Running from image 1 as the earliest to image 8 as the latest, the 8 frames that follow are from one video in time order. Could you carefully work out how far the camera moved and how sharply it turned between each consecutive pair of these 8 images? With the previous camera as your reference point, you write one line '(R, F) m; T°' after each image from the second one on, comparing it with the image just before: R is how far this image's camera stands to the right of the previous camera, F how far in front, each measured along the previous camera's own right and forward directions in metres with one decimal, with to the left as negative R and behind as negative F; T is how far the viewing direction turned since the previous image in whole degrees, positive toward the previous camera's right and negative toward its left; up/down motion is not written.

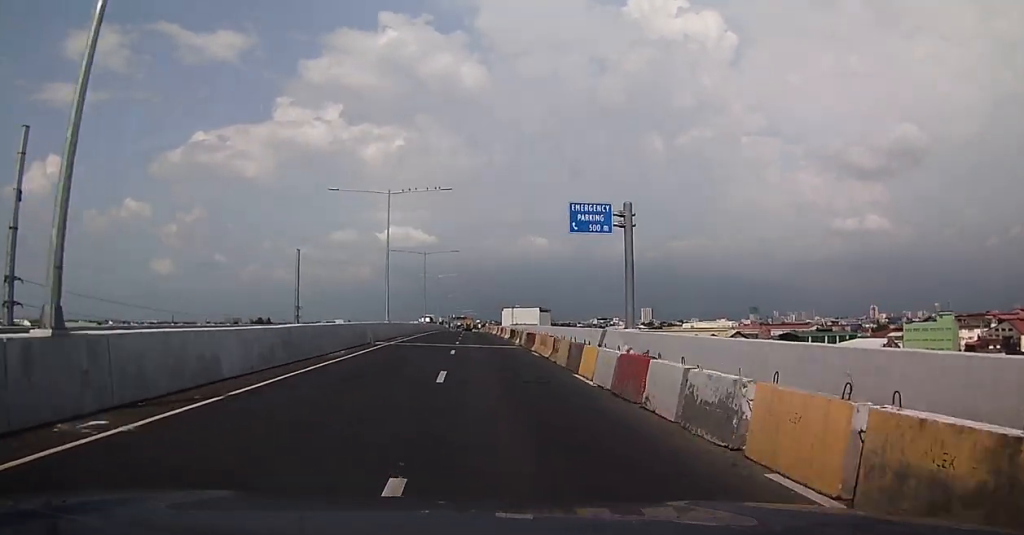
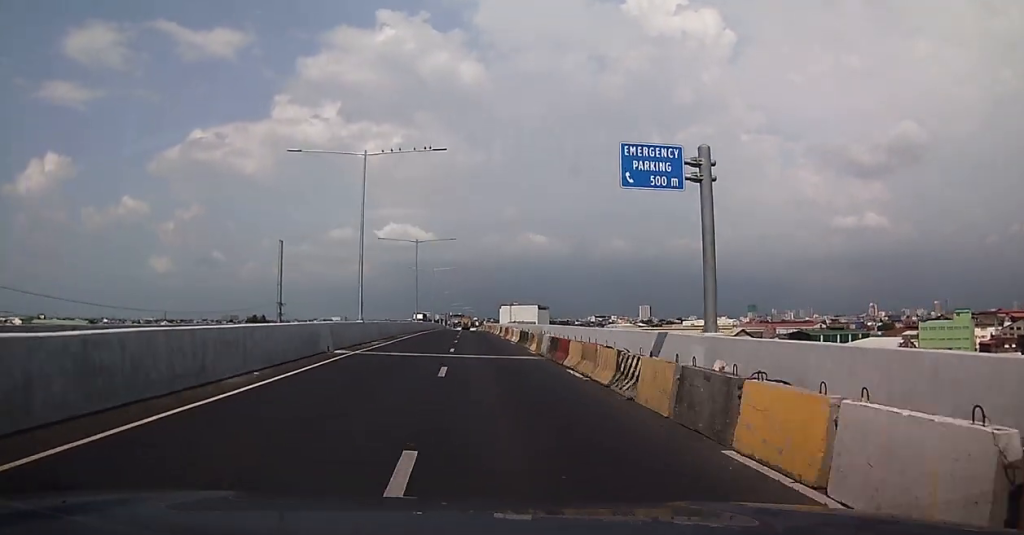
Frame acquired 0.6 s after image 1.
(+0.1, +11.0) m; +1°
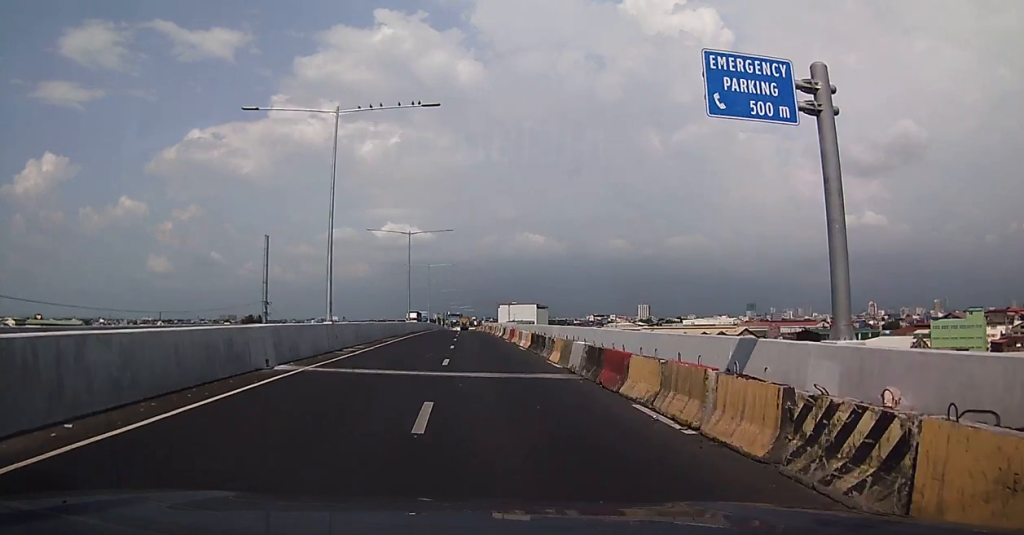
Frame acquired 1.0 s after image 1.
(+0.1, +8.0) m; 0°
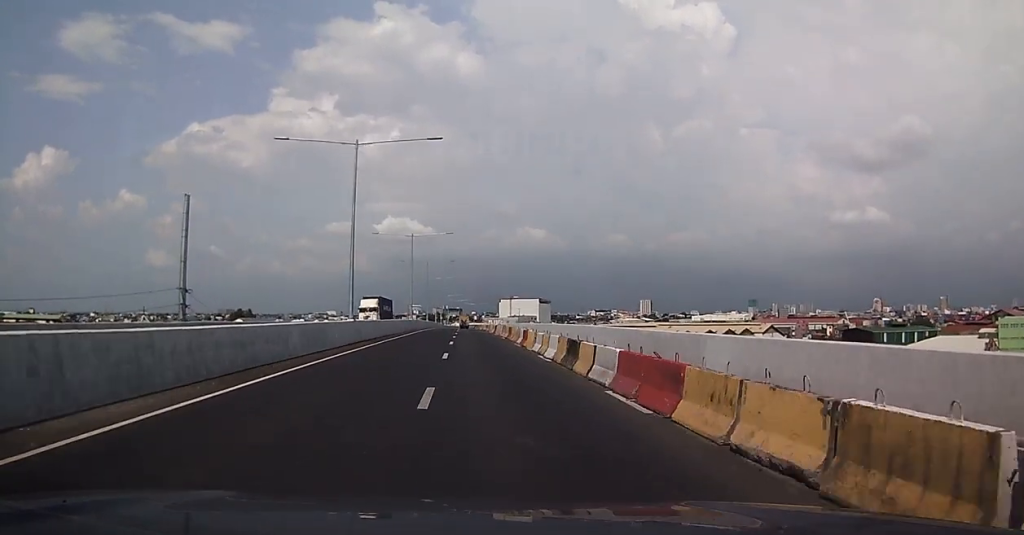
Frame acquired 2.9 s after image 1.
(+0.1, +34.1) m; 0°
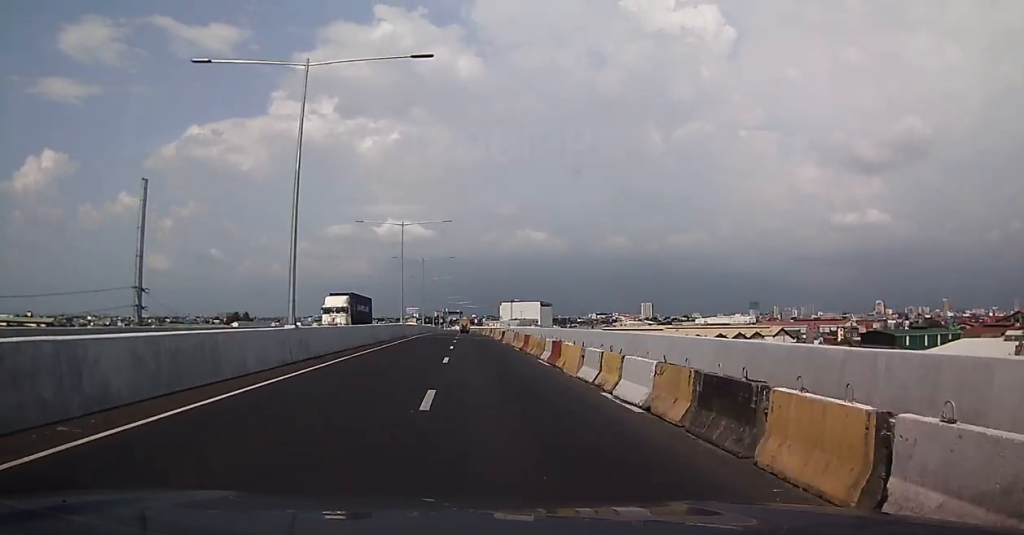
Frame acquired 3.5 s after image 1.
(0.0, +11.6) m; 0°
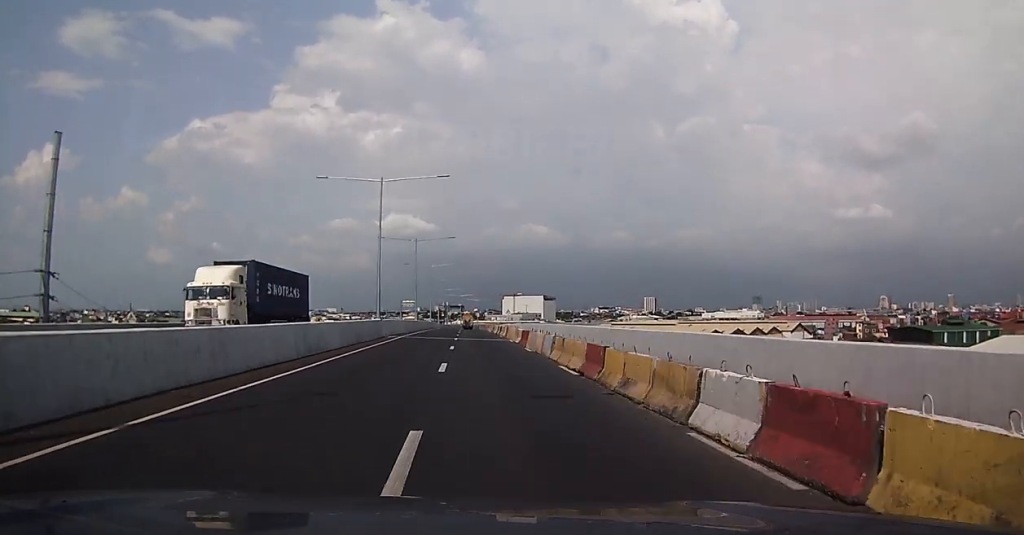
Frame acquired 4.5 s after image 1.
(-0.1, +17.1) m; -1°
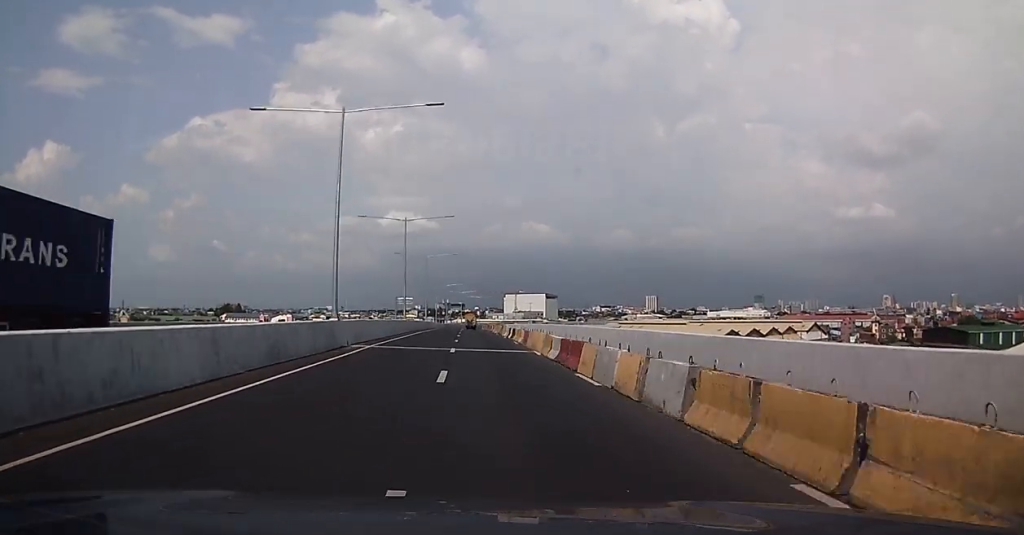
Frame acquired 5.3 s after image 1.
(-0.2, +14.9) m; 0°
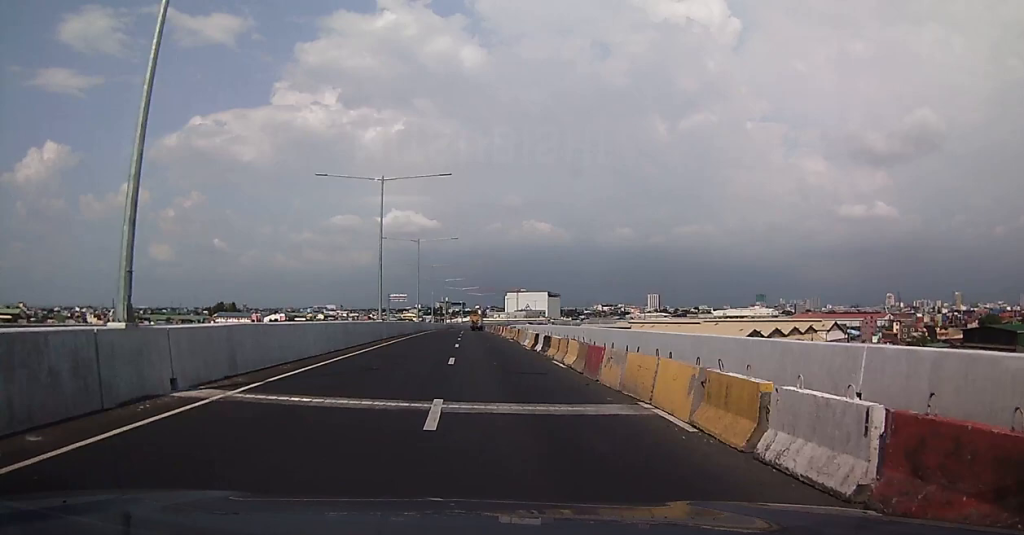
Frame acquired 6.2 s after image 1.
(+0.3, +18.1) m; +1°
